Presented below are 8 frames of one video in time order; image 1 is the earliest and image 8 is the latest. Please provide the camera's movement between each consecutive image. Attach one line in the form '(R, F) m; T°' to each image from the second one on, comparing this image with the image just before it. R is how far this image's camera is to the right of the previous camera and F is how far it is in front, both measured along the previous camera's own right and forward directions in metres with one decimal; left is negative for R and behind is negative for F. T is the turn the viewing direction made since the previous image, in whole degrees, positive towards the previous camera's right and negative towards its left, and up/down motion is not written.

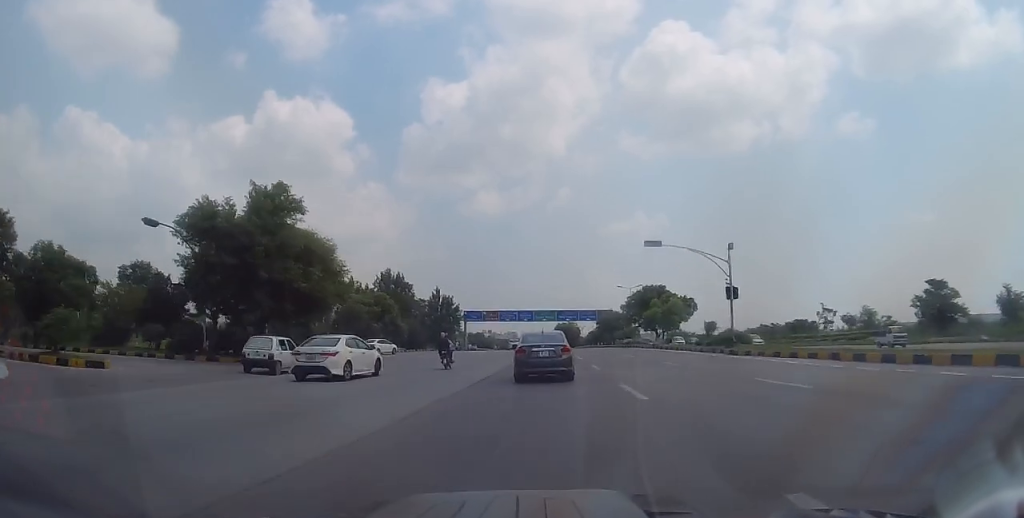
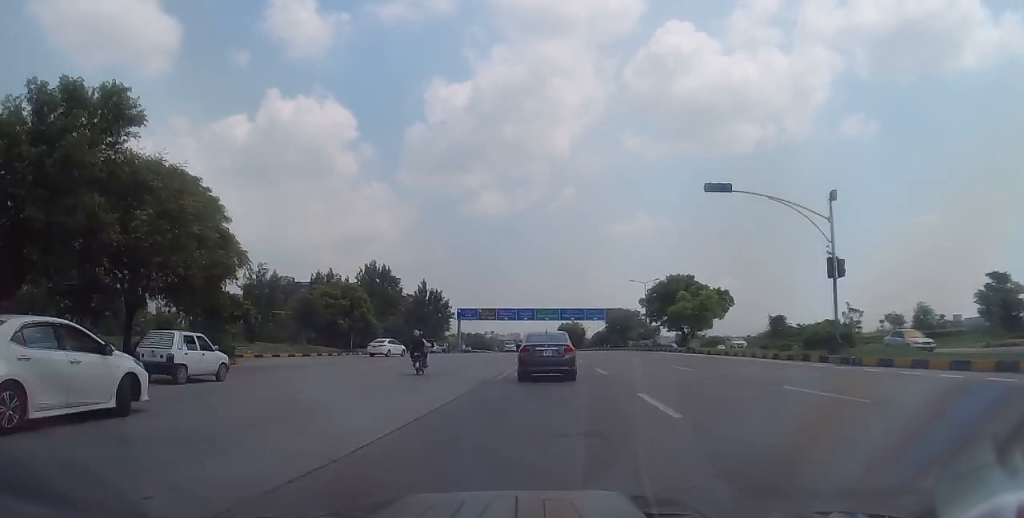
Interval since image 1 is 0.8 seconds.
(-0.3, +14.3) m; -1°
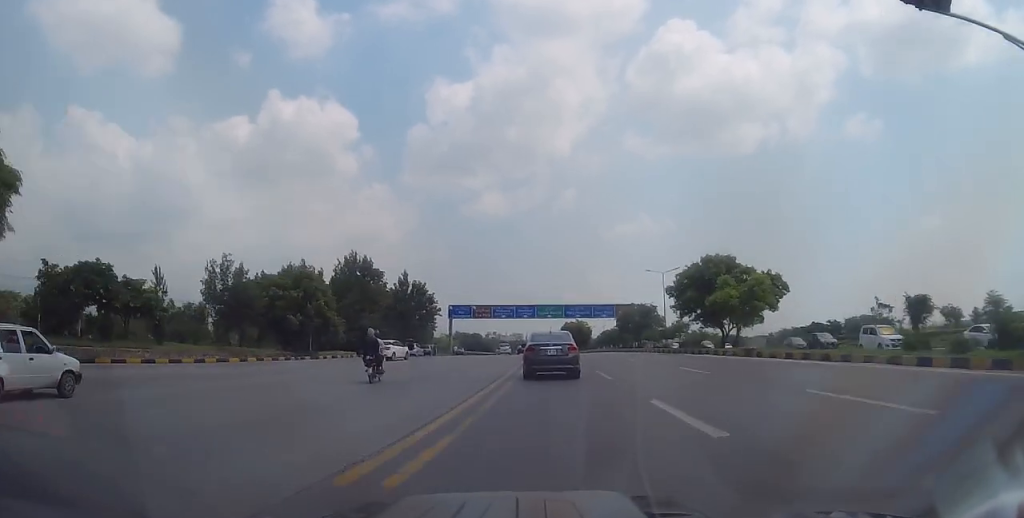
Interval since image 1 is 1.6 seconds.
(0.0, +14.0) m; +1°
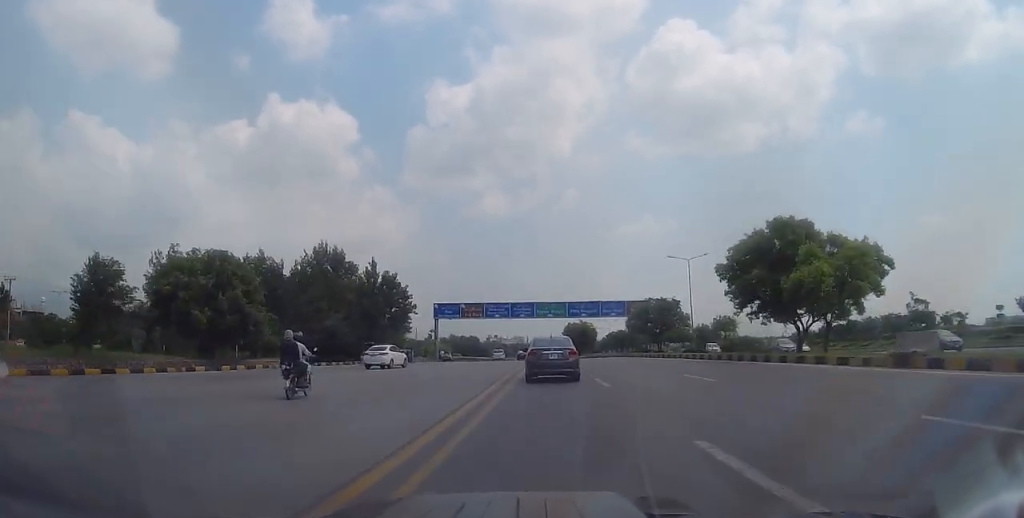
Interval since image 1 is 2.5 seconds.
(+0.3, +15.6) m; 0°
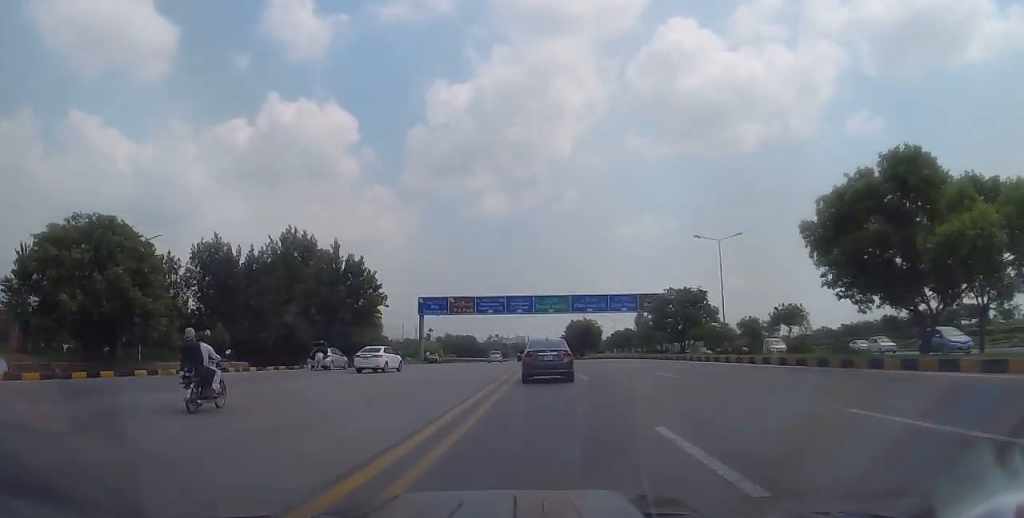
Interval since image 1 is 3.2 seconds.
(-0.2, +12.5) m; -1°
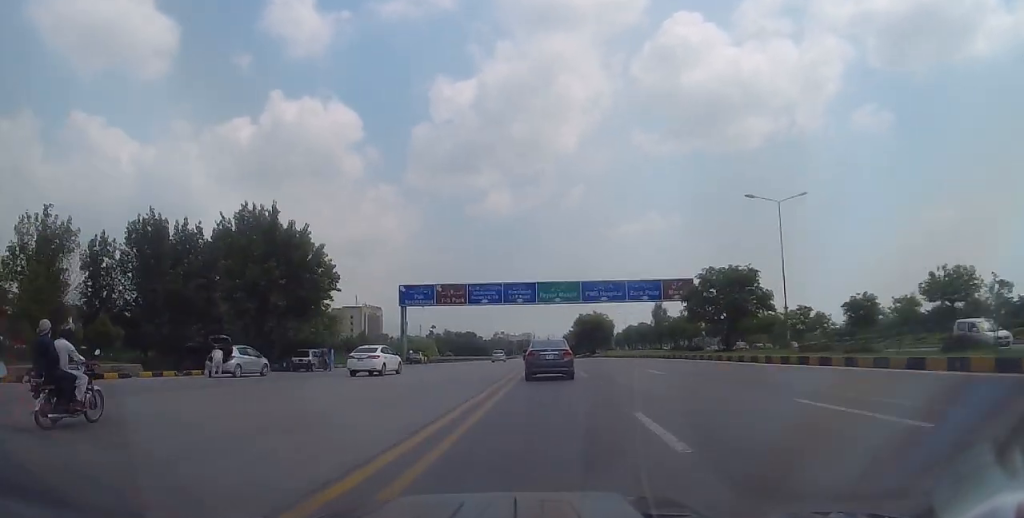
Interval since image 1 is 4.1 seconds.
(-0.2, +14.1) m; 0°
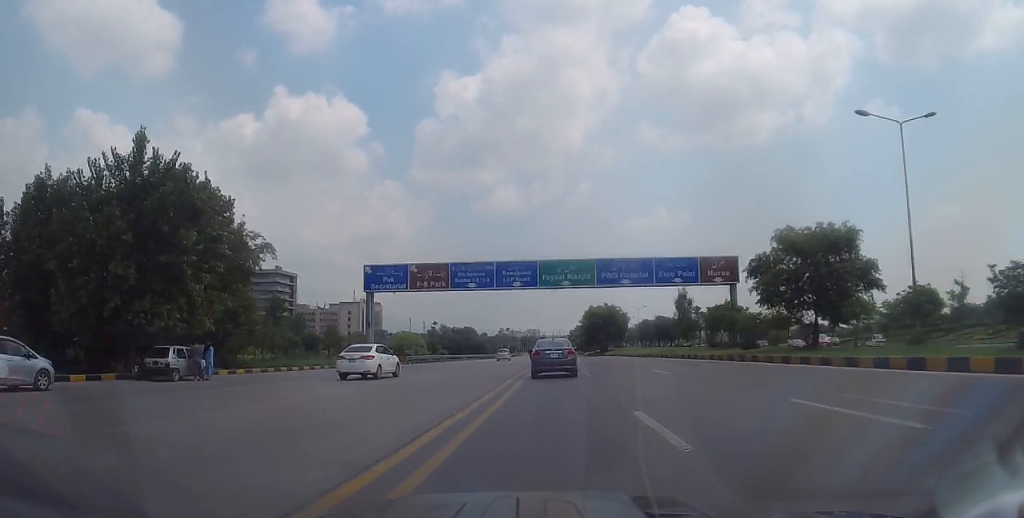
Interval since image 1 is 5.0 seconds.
(+0.2, +15.7) m; 0°
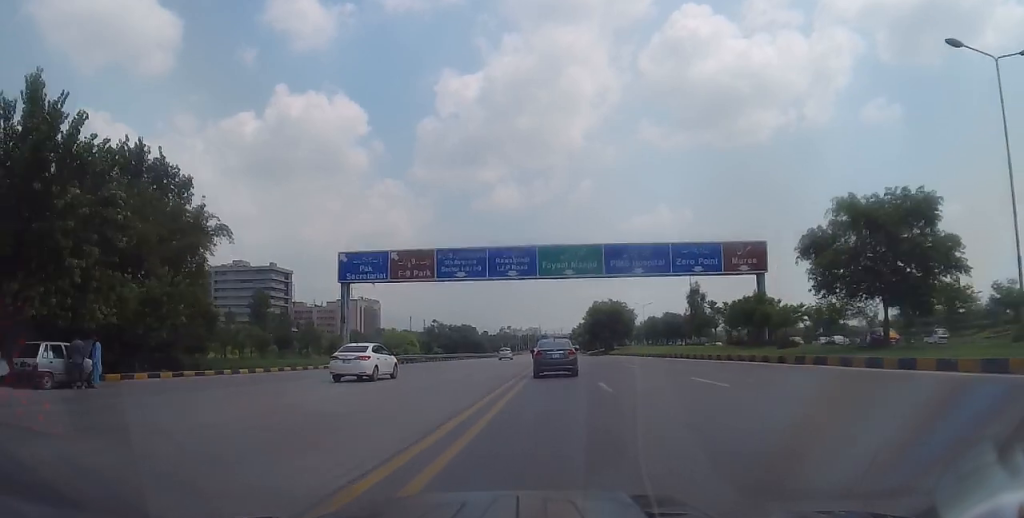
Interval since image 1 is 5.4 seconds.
(-0.1, +7.3) m; -1°
